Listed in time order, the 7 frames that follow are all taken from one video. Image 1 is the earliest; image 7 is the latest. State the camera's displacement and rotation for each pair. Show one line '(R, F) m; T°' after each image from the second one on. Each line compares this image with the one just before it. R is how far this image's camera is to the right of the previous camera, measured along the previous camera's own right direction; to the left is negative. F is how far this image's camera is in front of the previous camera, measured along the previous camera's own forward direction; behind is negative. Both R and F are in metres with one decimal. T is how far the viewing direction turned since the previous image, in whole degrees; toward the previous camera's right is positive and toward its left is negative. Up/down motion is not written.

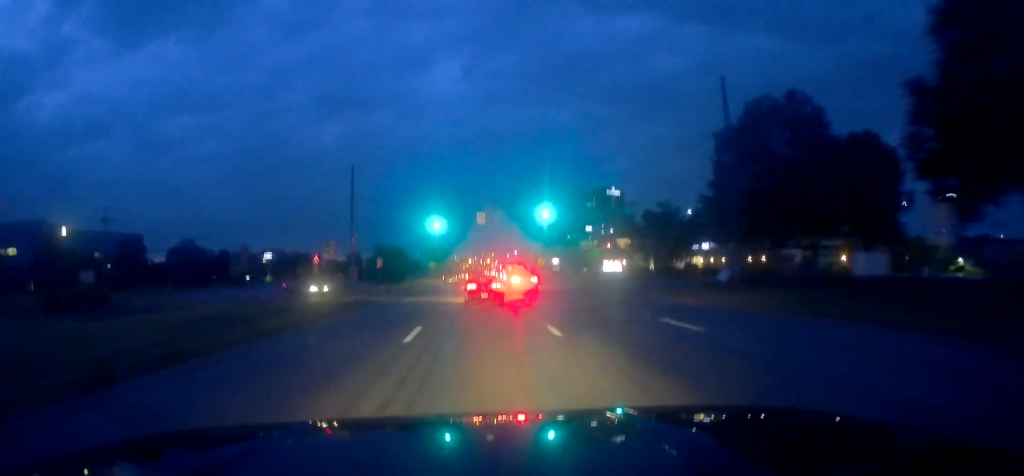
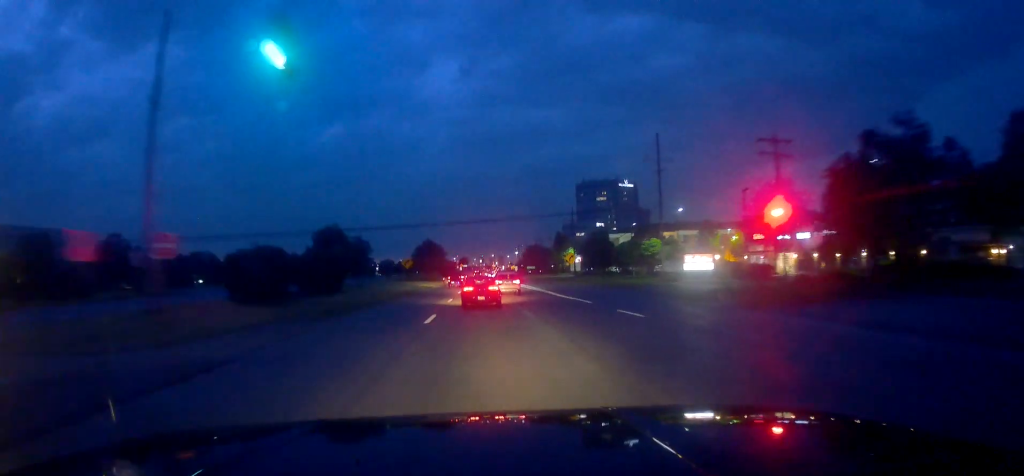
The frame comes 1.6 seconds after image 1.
(+0.3, +37.1) m; -1°
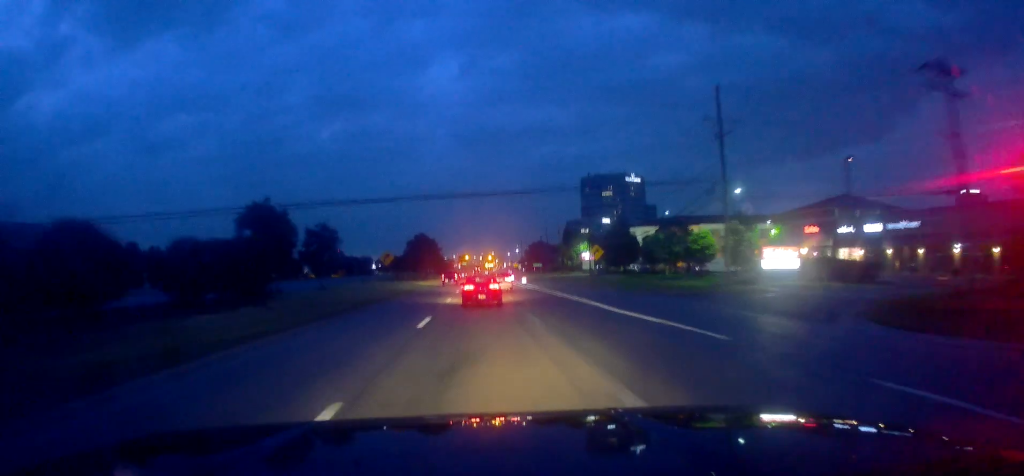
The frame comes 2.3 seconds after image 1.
(-0.1, +15.9) m; 0°
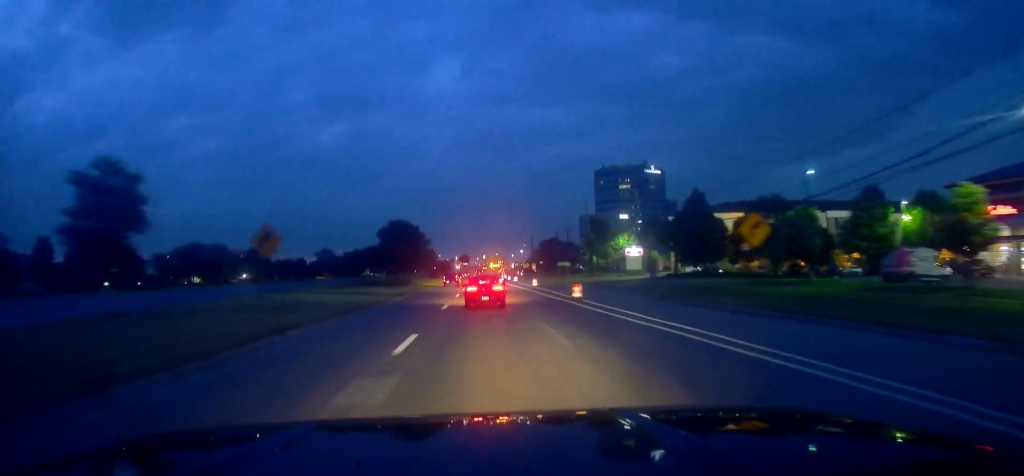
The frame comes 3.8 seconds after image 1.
(+0.1, +32.5) m; 0°
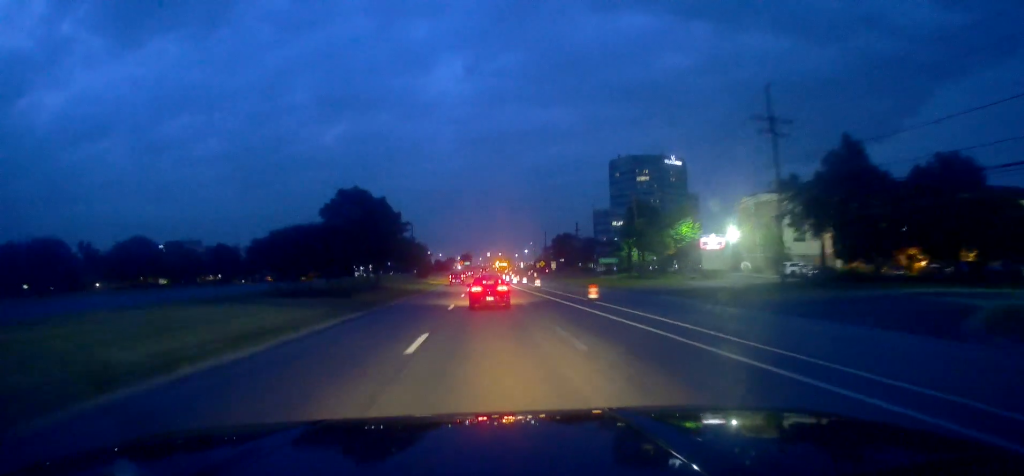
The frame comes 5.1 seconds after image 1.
(0.0, +25.0) m; 0°
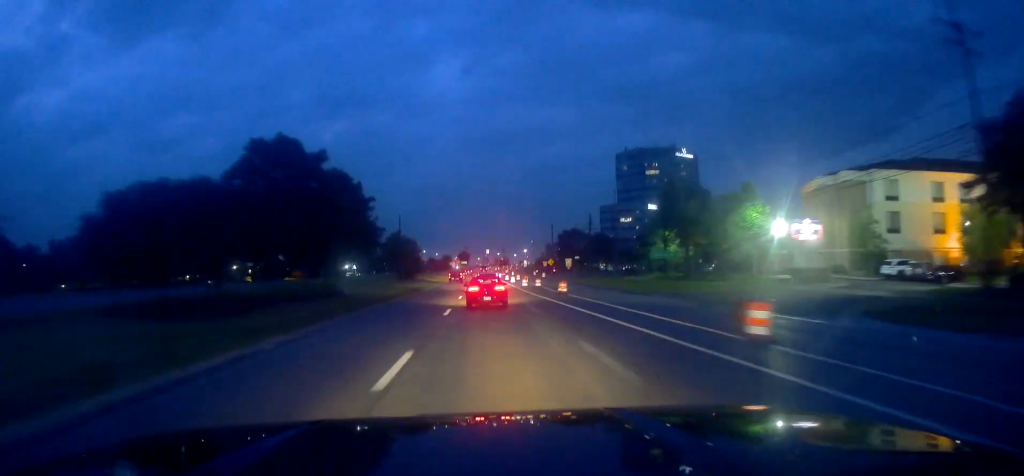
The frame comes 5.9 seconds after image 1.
(0.0, +16.0) m; 0°
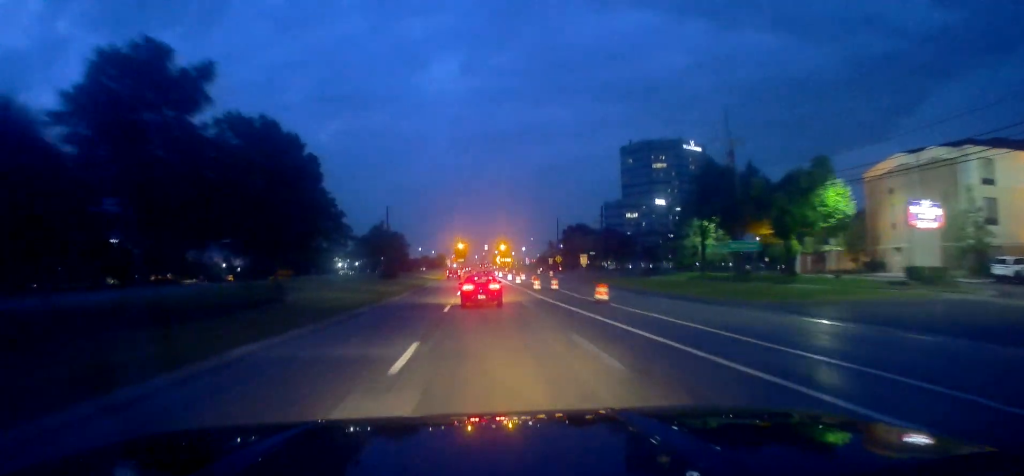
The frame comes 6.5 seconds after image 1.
(0.0, +12.4) m; 0°
